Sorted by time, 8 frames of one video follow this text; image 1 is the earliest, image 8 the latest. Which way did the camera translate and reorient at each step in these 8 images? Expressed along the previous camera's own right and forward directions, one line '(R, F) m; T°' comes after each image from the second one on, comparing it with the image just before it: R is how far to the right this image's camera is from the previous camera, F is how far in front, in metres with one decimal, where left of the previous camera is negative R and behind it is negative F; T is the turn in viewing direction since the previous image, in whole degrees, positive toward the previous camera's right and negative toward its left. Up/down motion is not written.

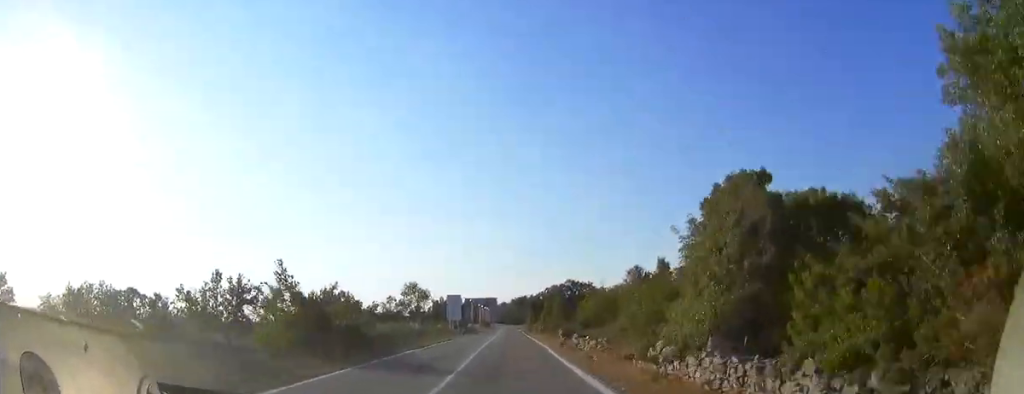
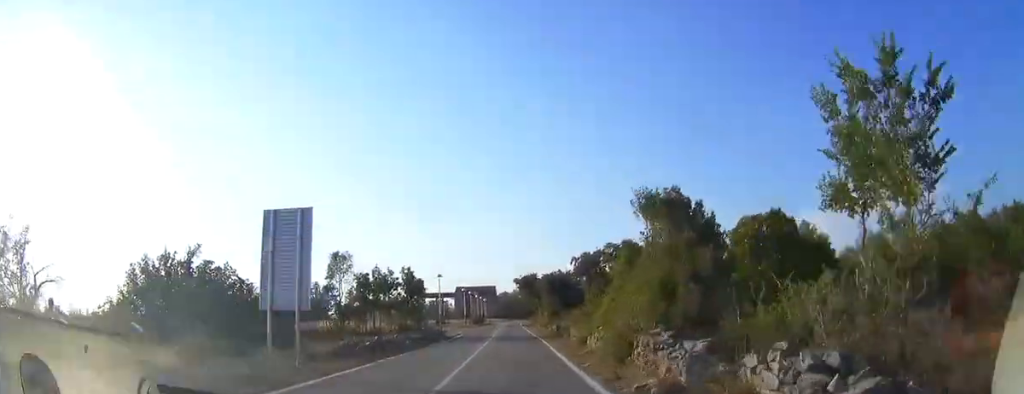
(-0.2, +43.0) m; -1°
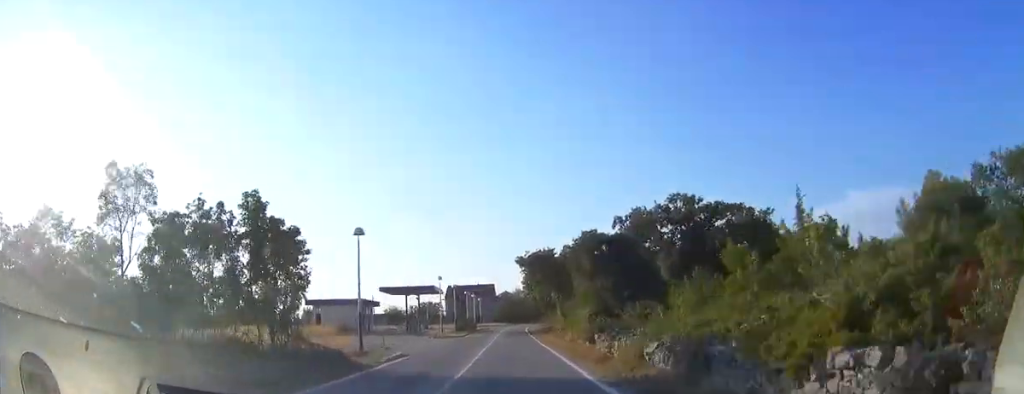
(-0.1, +26.1) m; 0°
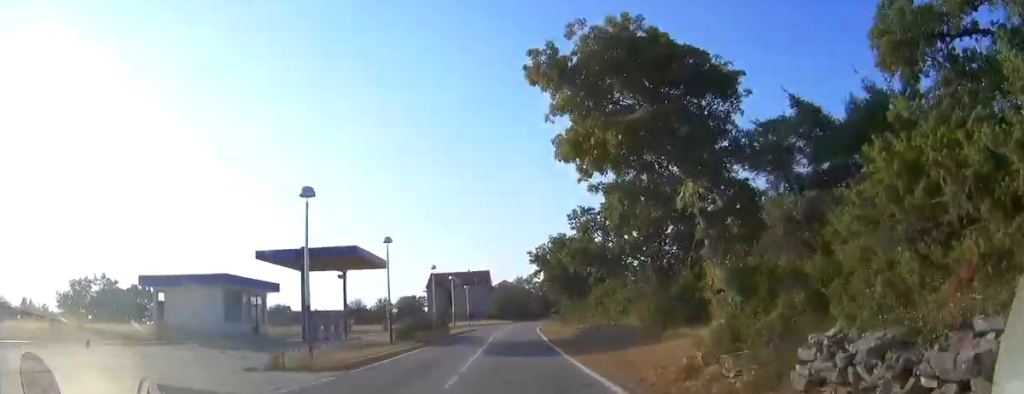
(+0.3, +31.8) m; +1°
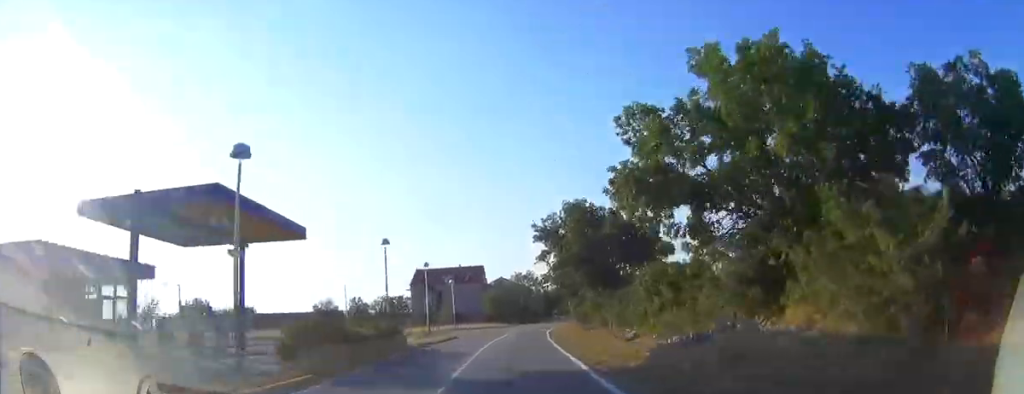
(0.0, +15.4) m; 0°
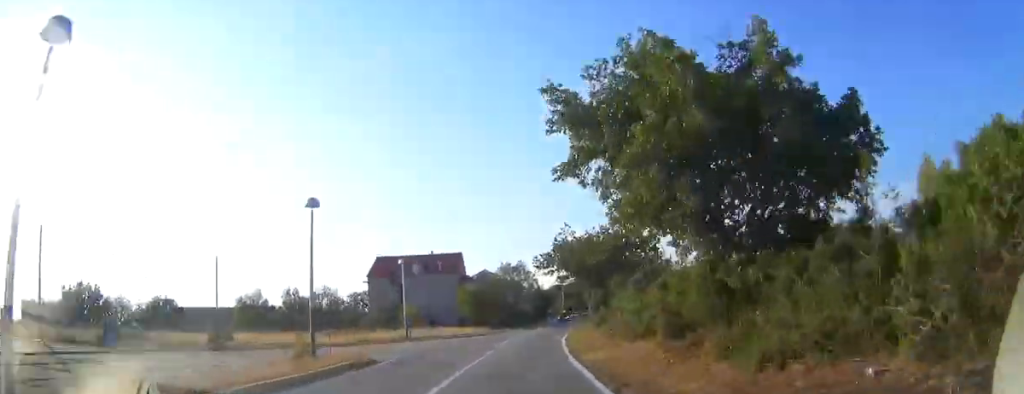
(0.0, +21.2) m; +2°
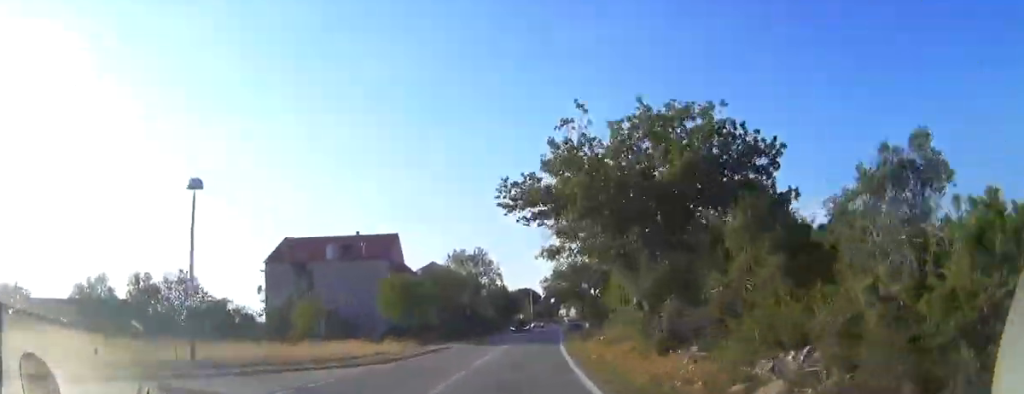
(+0.4, +22.1) m; +3°
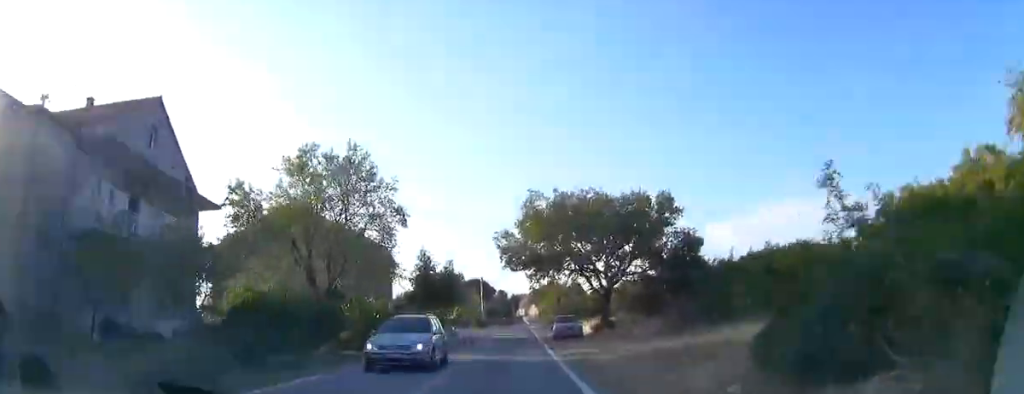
(+1.4, +34.7) m; +4°
